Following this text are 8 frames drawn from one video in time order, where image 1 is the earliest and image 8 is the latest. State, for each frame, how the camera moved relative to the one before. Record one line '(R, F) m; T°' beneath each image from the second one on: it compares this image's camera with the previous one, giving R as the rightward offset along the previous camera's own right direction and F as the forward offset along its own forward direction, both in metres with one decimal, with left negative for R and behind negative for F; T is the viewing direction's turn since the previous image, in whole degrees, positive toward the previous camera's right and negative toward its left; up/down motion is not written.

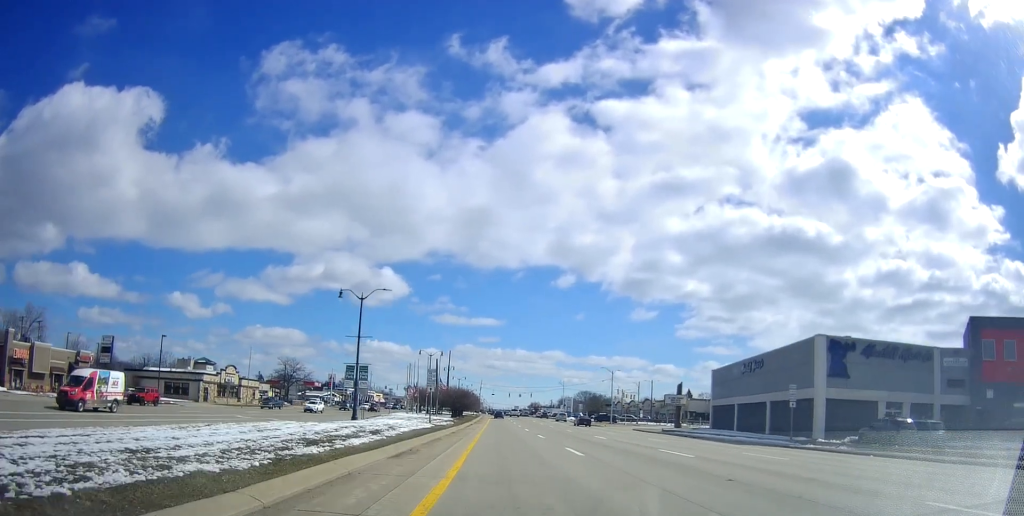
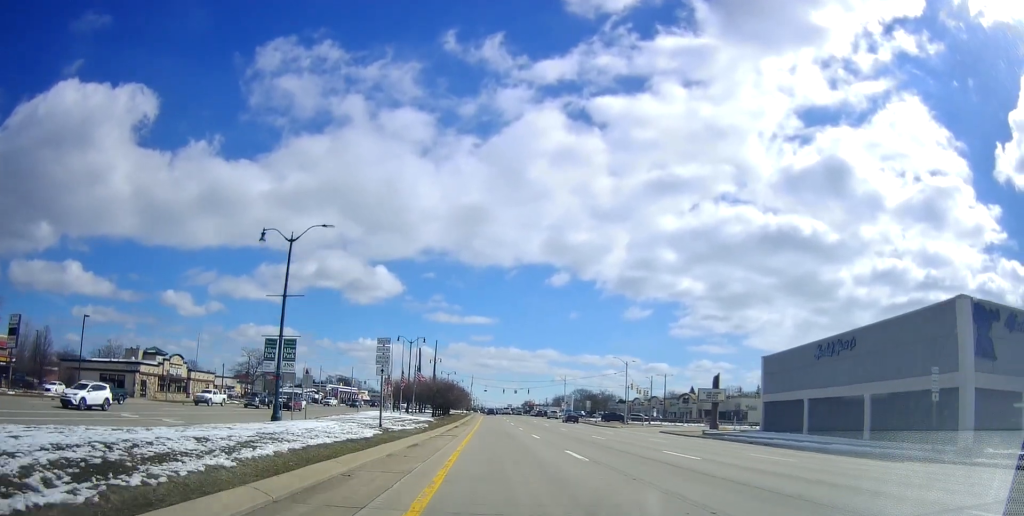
(-0.6, +16.9) m; +2°
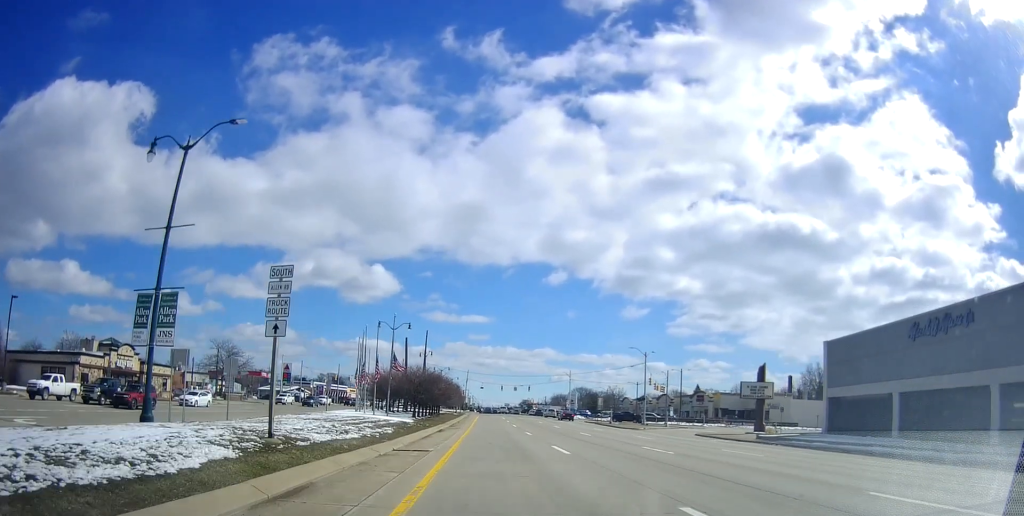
(+0.7, +13.0) m; +1°
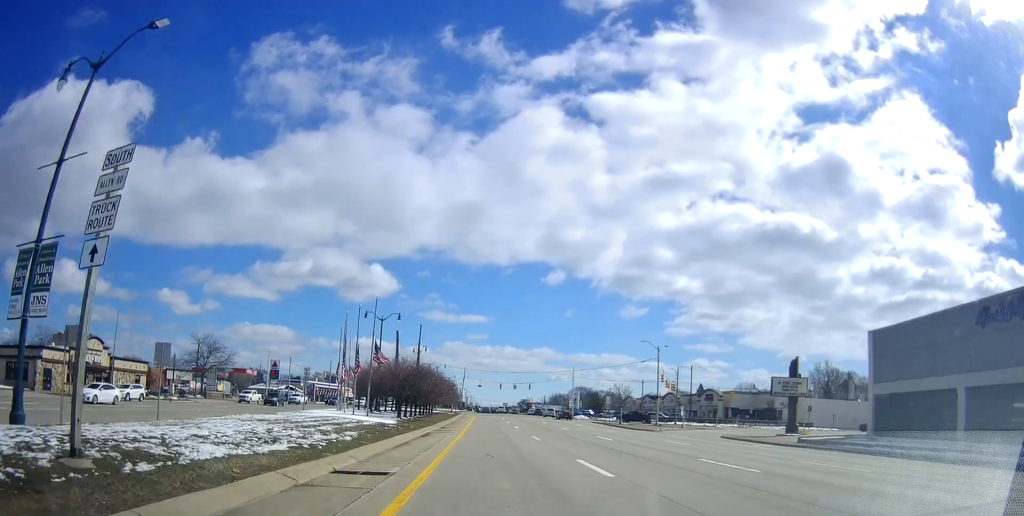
(-0.1, +6.9) m; -1°
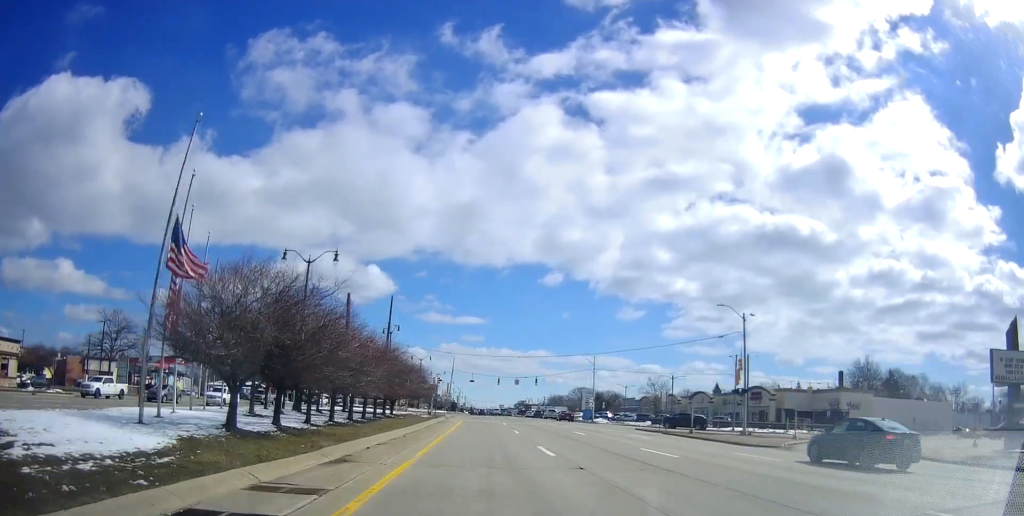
(-0.2, +26.5) m; +2°
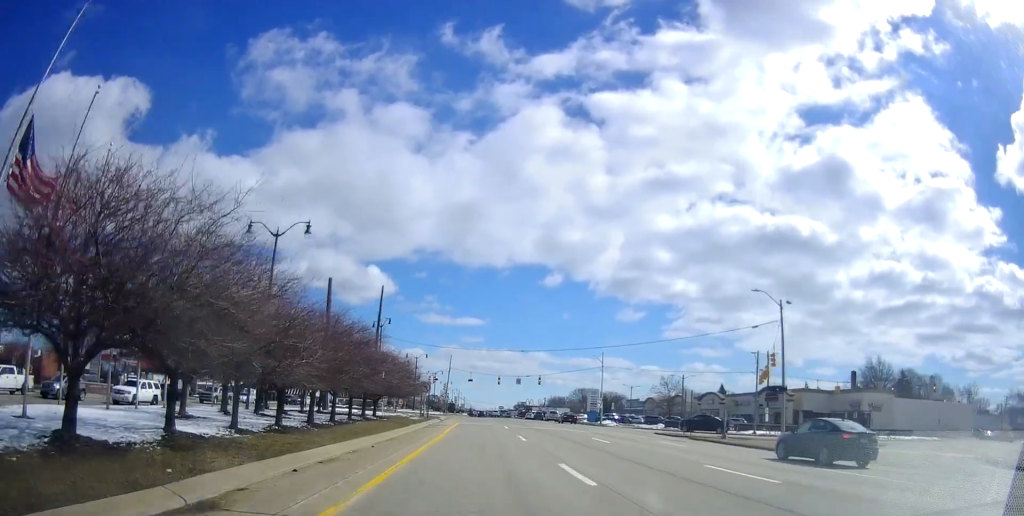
(+0.3, +6.7) m; -1°
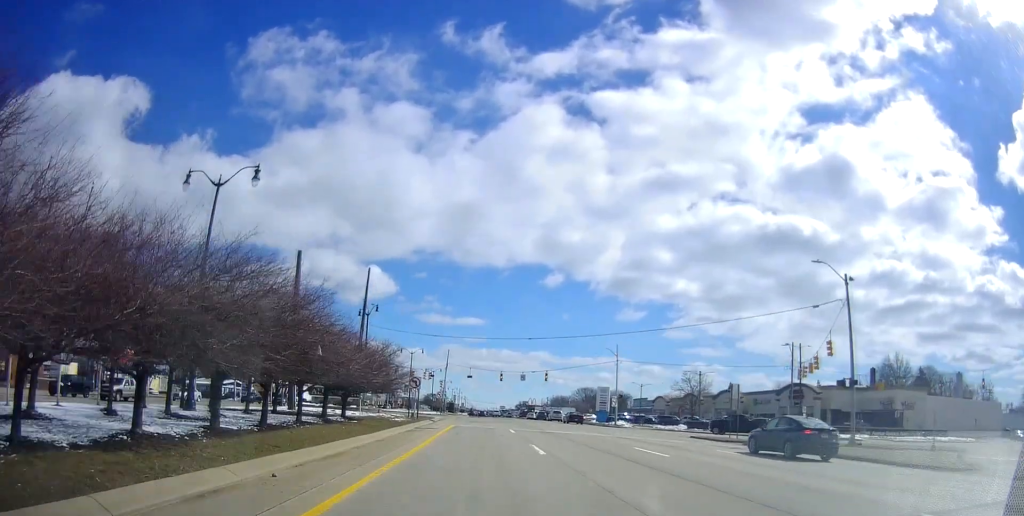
(-0.1, +8.6) m; -2°
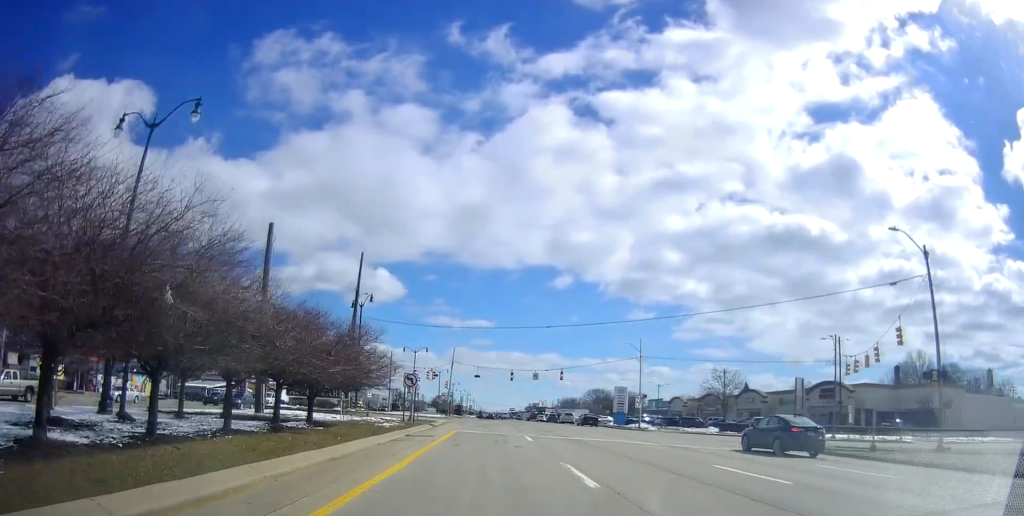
(-0.5, +7.2) m; -2°
